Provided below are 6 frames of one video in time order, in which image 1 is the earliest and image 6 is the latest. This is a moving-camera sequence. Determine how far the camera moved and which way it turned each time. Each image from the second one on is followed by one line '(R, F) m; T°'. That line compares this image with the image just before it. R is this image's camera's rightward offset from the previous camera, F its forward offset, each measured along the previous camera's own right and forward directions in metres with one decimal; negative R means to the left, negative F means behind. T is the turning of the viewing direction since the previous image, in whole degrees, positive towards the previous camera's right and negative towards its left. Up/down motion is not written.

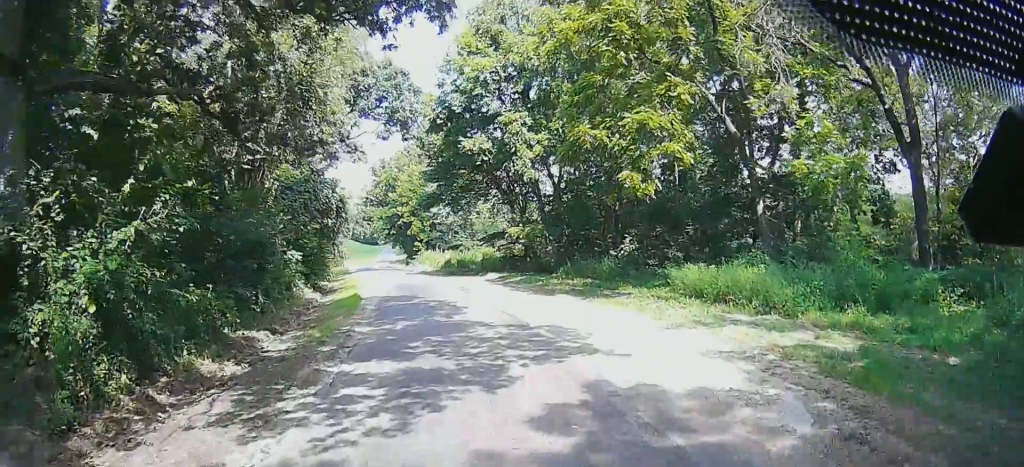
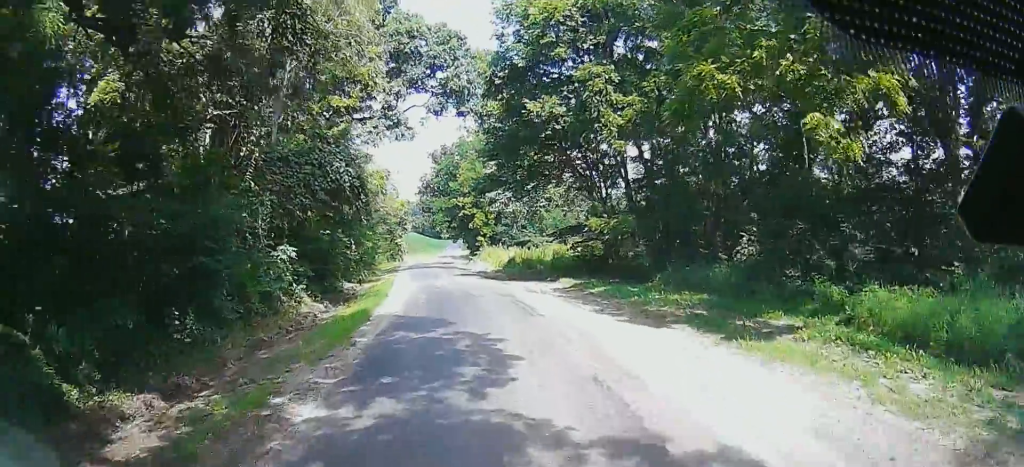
(-1.5, +9.1) m; -19°
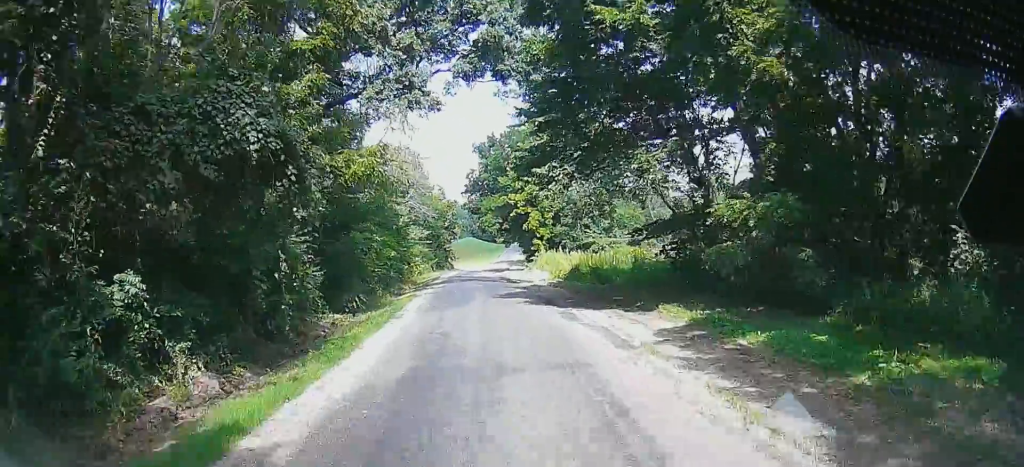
(-1.9, +11.5) m; -10°
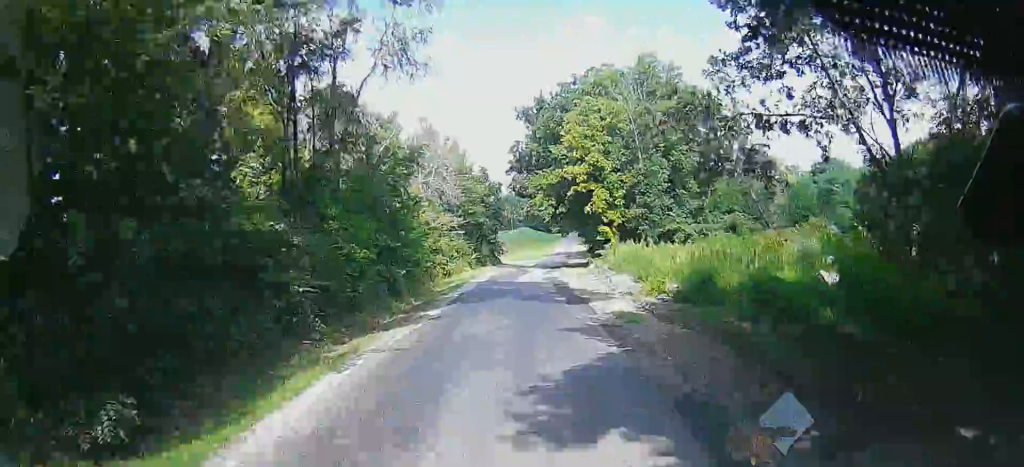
(-0.2, +17.4) m; -1°
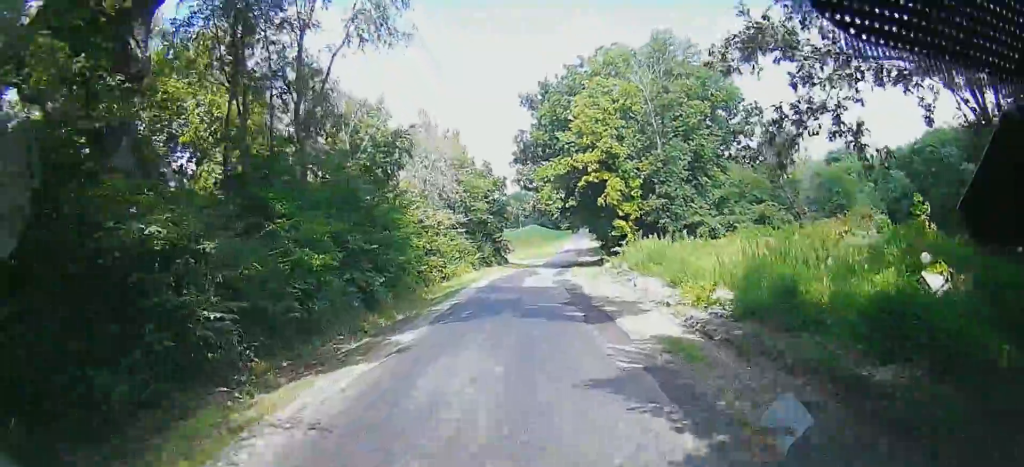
(0.0, +5.6) m; -2°
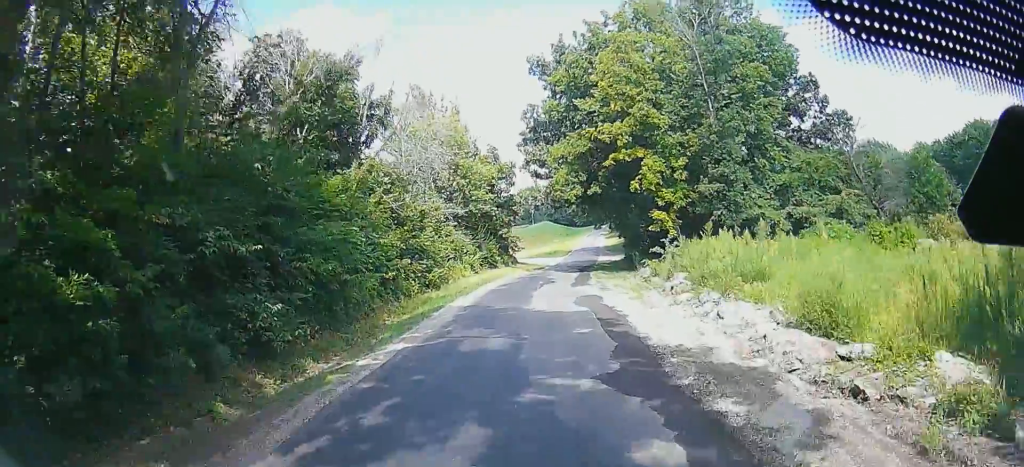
(-0.4, +10.5) m; -4°
